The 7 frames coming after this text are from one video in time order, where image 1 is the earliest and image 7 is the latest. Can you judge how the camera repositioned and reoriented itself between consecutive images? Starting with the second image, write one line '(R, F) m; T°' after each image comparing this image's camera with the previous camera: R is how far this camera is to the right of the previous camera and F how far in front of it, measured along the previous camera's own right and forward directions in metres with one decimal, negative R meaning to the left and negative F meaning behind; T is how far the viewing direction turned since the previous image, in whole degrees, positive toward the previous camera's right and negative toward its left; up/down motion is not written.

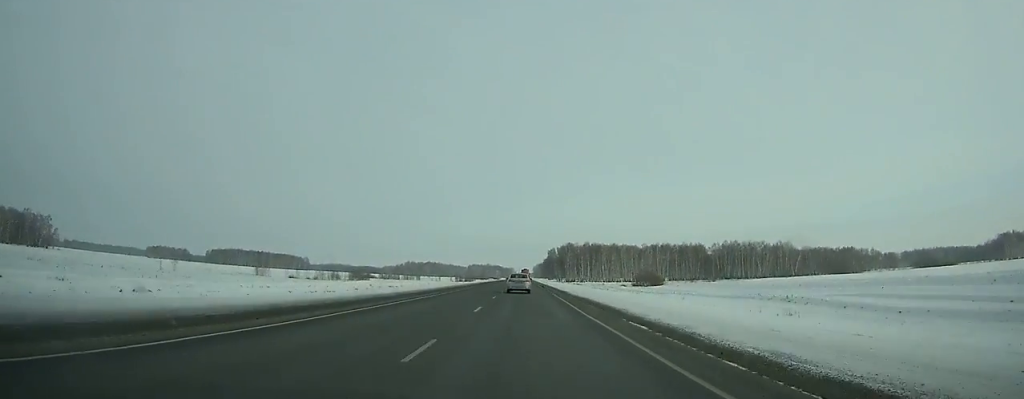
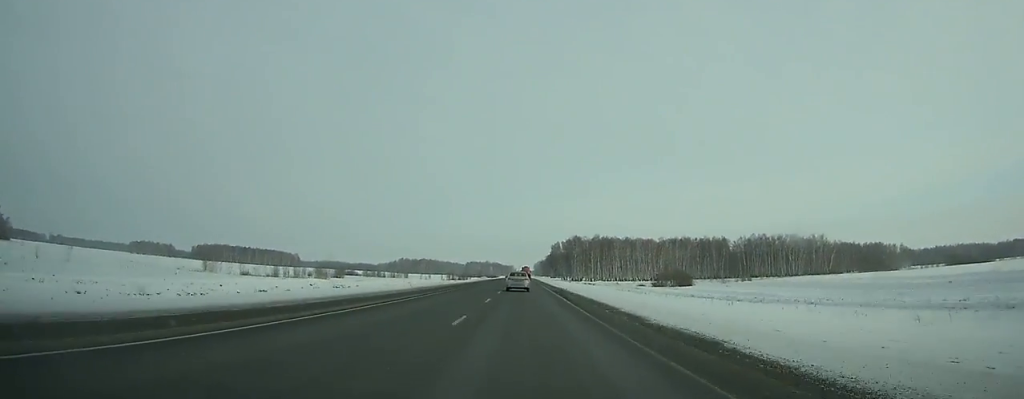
(+0.1, +41.7) m; 0°
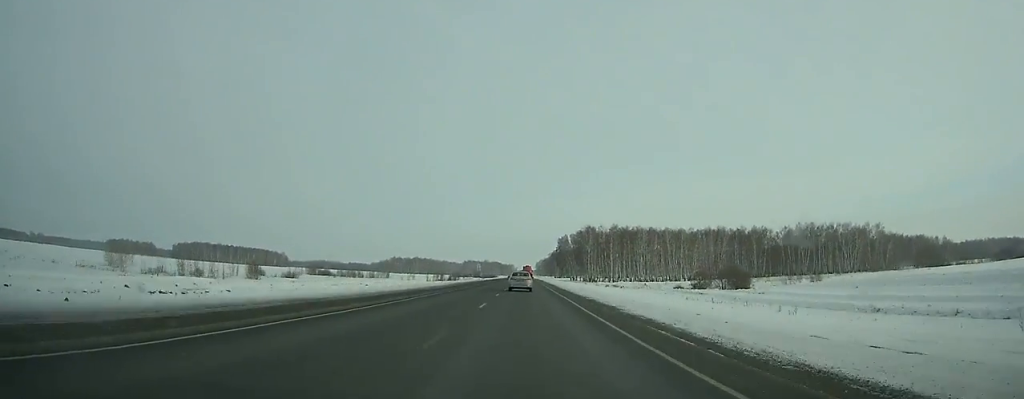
(-0.1, +52.7) m; 0°
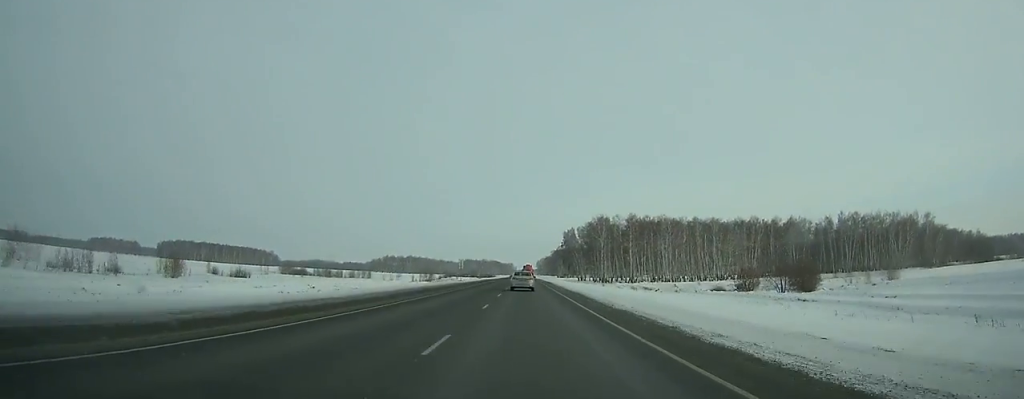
(0.0, +35.8) m; 0°
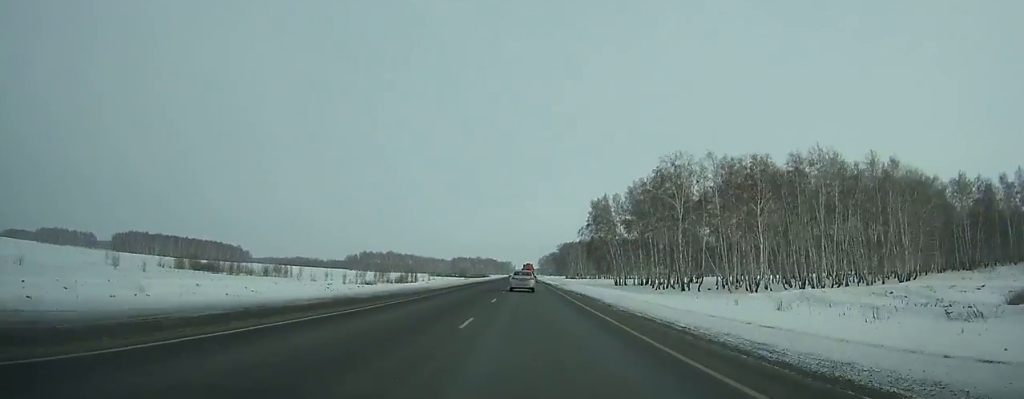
(+0.1, +89.7) m; 0°
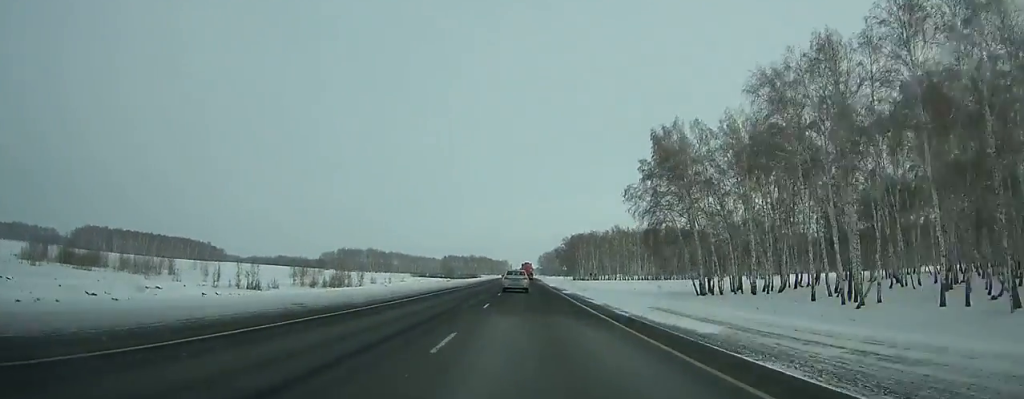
(0.0, +63.9) m; 0°
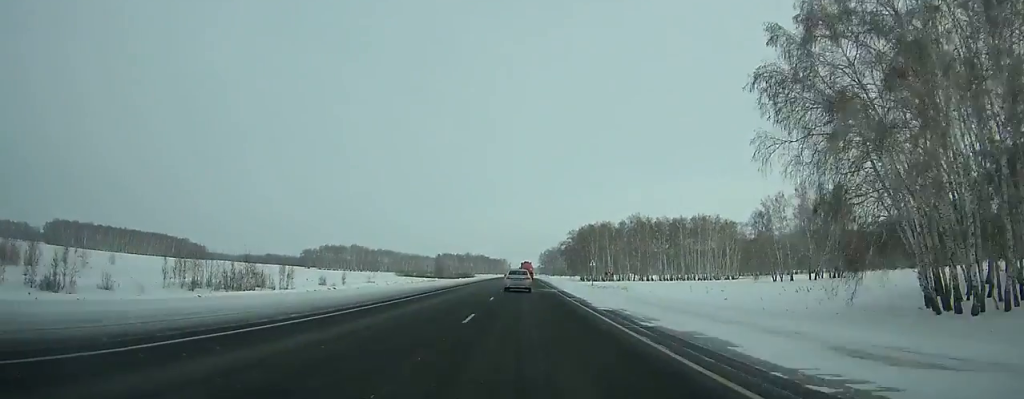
(0.0, +41.7) m; 0°
